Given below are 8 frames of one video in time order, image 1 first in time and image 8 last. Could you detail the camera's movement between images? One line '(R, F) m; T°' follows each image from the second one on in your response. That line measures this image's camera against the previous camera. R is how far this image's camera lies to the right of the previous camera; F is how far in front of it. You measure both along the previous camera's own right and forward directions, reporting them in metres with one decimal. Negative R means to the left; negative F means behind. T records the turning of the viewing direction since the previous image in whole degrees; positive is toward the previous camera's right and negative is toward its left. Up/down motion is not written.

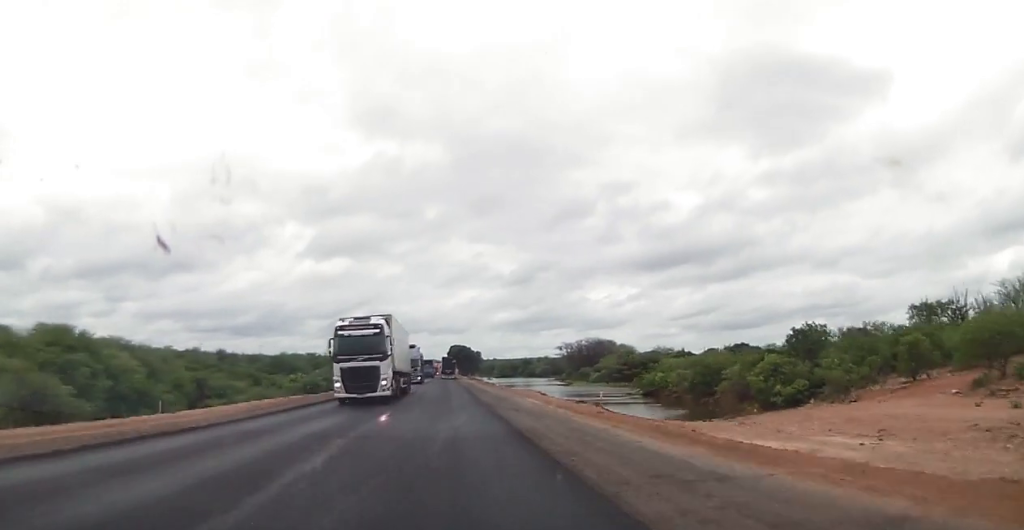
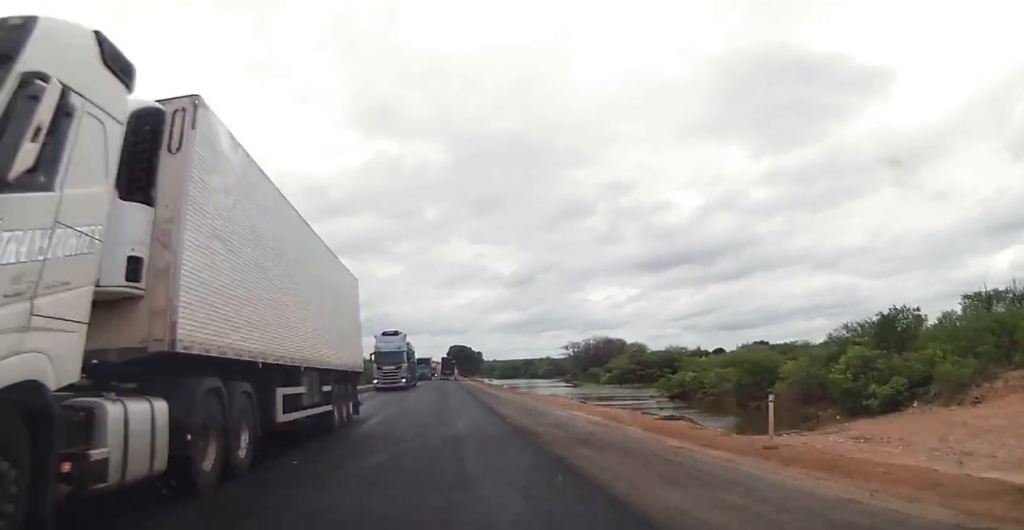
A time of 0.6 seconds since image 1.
(-0.3, +14.4) m; 0°
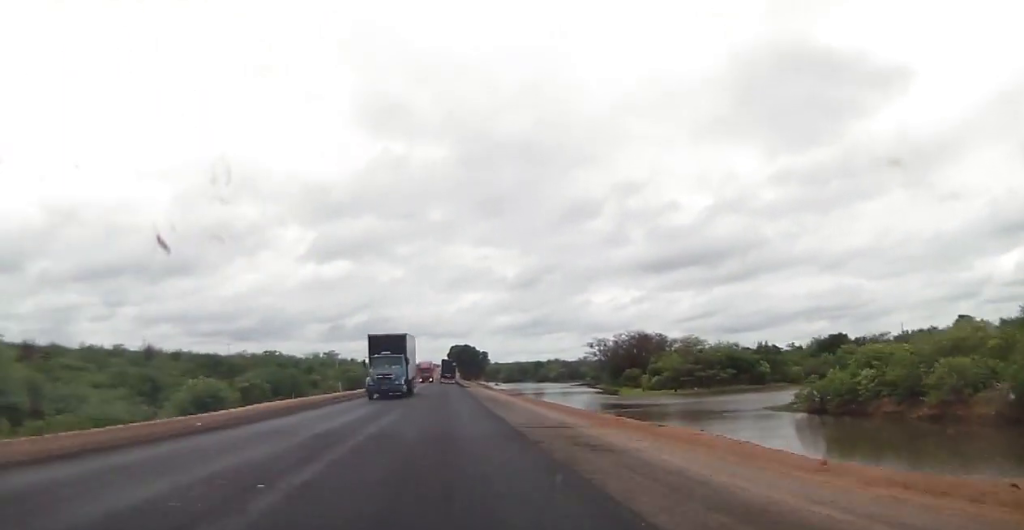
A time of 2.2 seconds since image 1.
(+0.1, +42.6) m; 0°
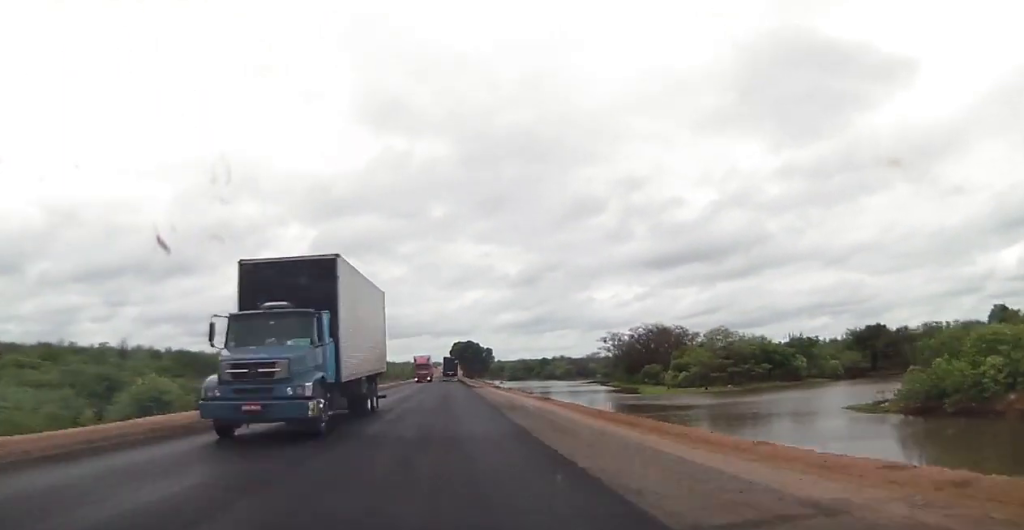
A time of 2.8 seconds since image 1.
(0.0, +15.4) m; 0°
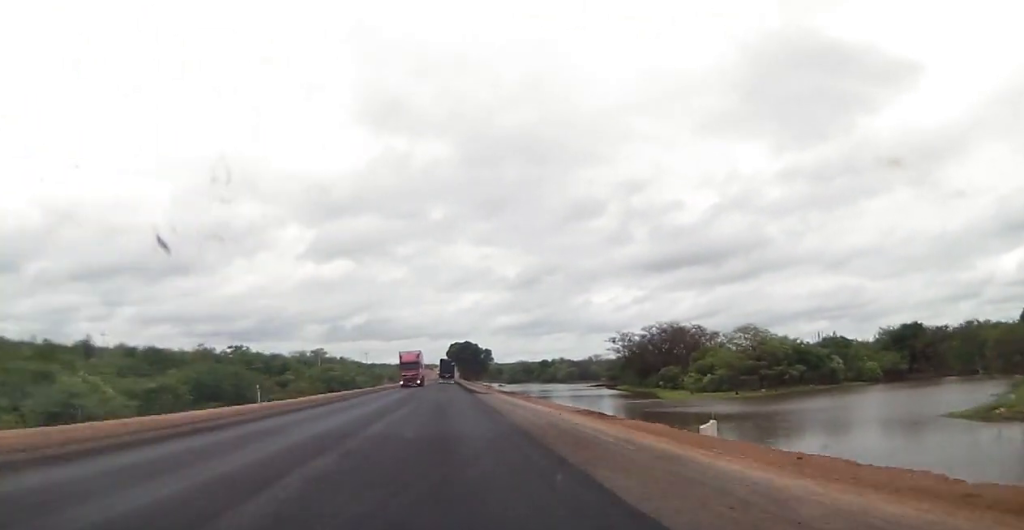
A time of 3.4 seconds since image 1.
(+0.3, +14.5) m; 0°
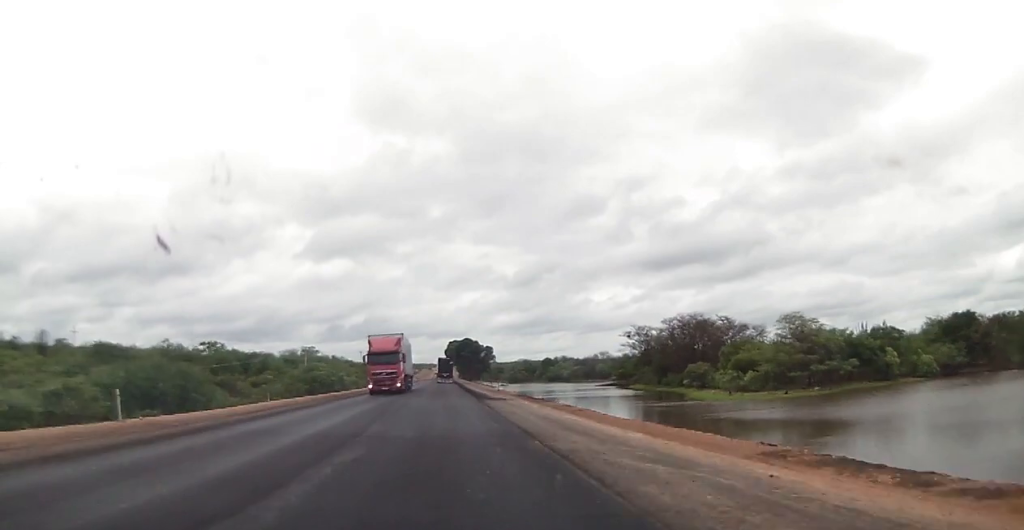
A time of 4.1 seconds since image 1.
(-0.2, +17.0) m; 0°
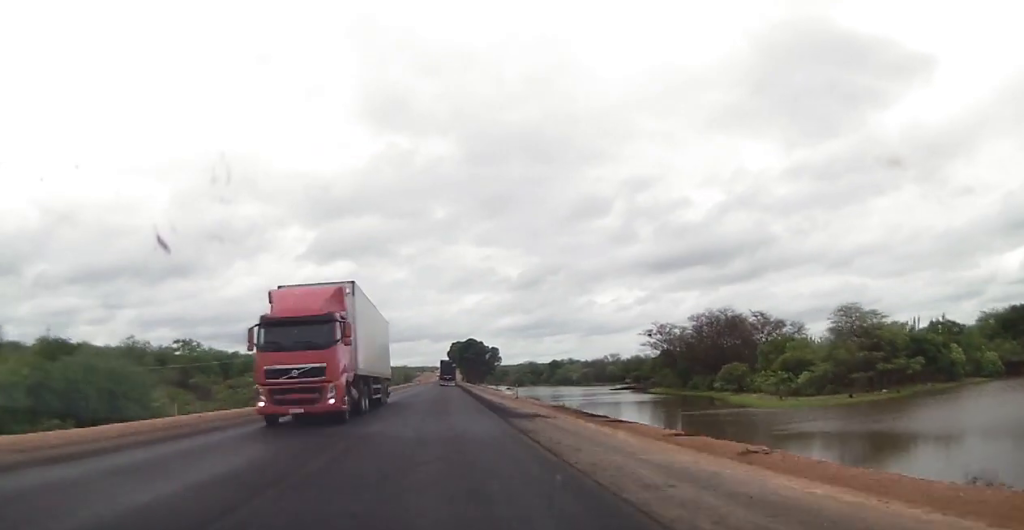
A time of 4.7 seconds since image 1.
(-0.1, +15.3) m; 0°
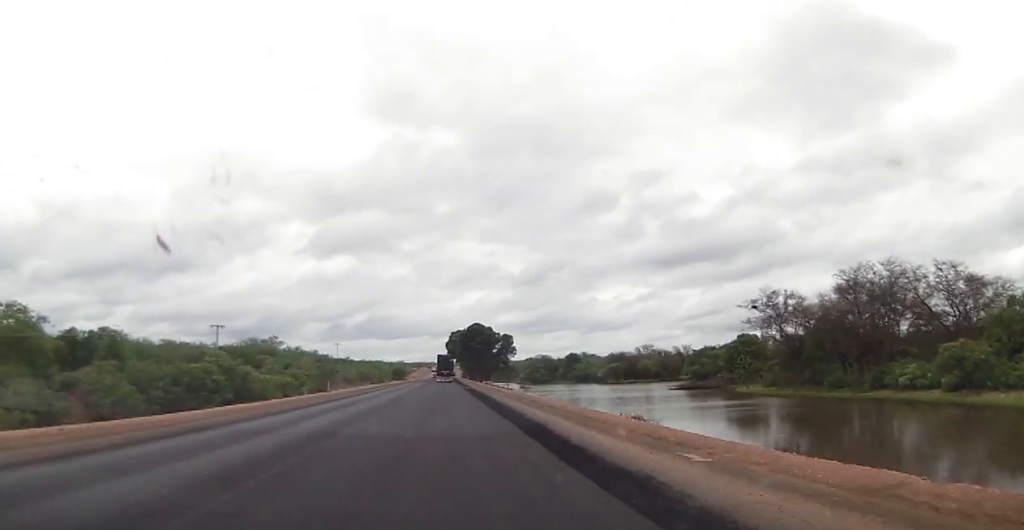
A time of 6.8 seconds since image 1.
(+0.6, +54.7) m; 0°
